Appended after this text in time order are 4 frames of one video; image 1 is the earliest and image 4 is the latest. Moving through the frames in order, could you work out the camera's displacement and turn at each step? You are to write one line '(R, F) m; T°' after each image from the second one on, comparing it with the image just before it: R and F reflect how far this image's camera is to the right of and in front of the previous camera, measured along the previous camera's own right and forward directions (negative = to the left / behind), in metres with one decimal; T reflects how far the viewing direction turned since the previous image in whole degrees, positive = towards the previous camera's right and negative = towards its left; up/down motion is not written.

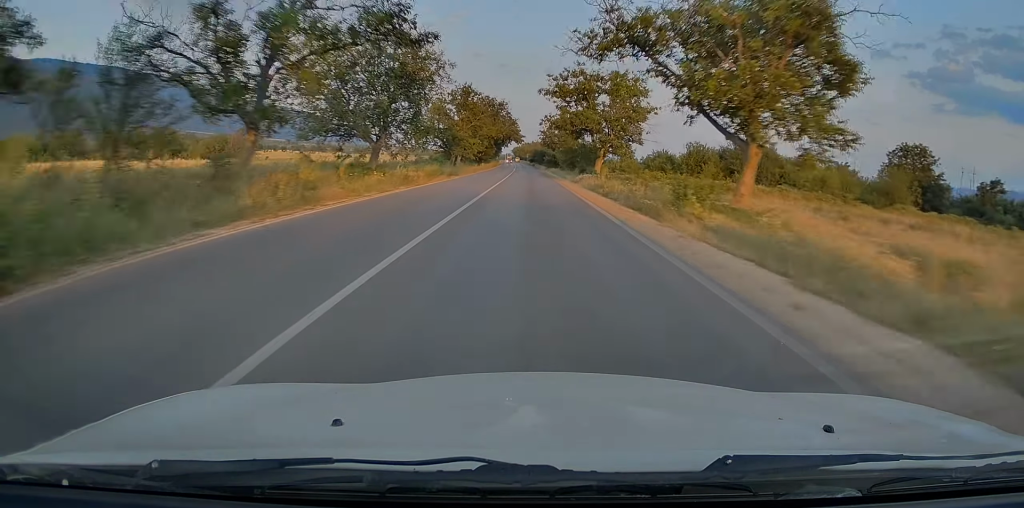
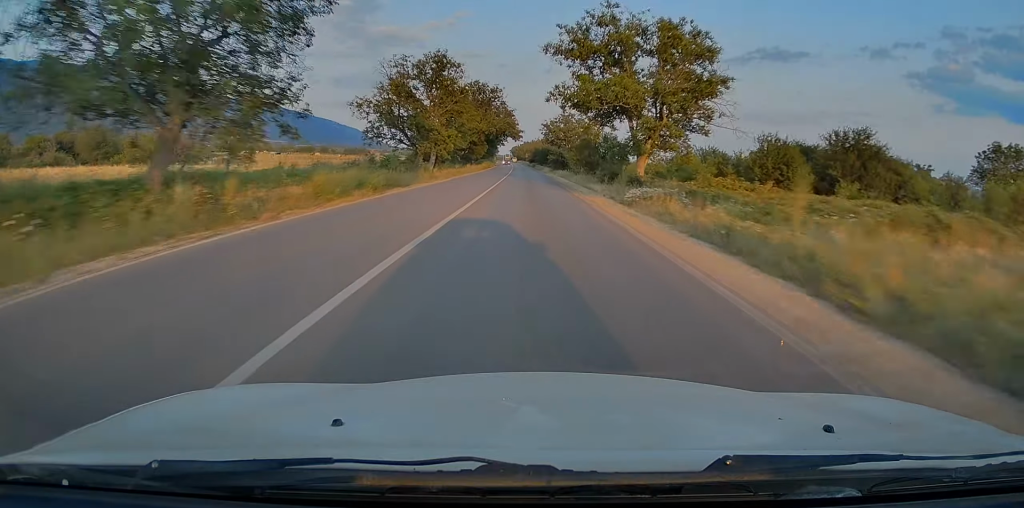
(-0.1, +22.4) m; 0°
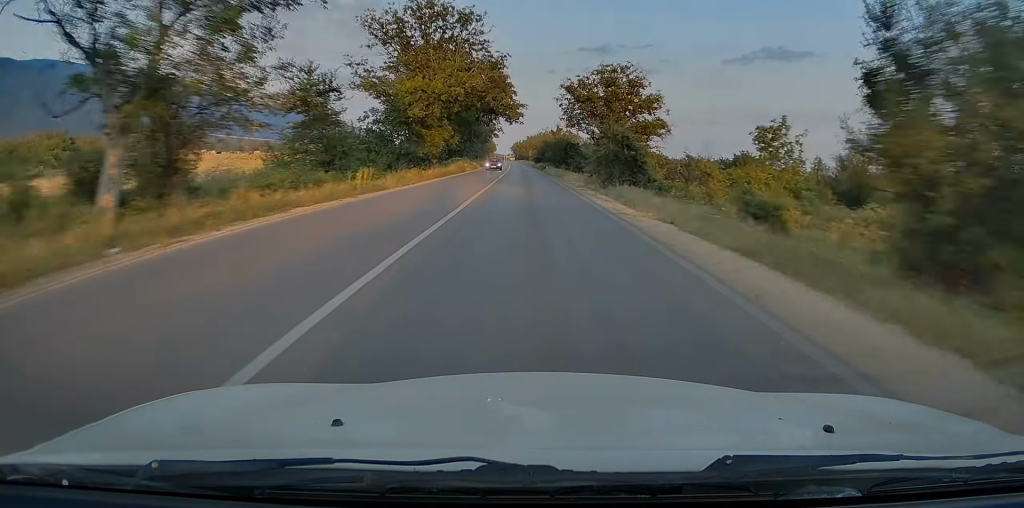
(-0.4, +48.7) m; -1°
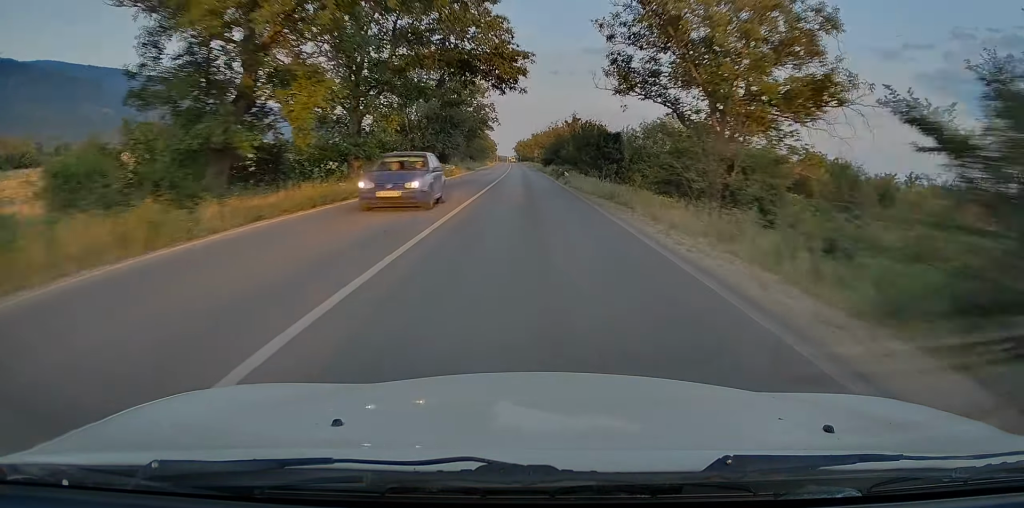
(+0.2, +28.9) m; 0°
